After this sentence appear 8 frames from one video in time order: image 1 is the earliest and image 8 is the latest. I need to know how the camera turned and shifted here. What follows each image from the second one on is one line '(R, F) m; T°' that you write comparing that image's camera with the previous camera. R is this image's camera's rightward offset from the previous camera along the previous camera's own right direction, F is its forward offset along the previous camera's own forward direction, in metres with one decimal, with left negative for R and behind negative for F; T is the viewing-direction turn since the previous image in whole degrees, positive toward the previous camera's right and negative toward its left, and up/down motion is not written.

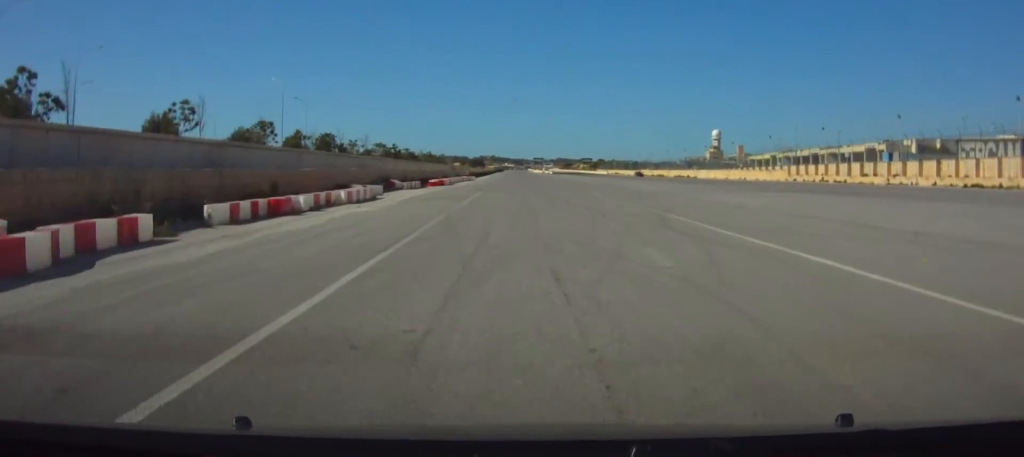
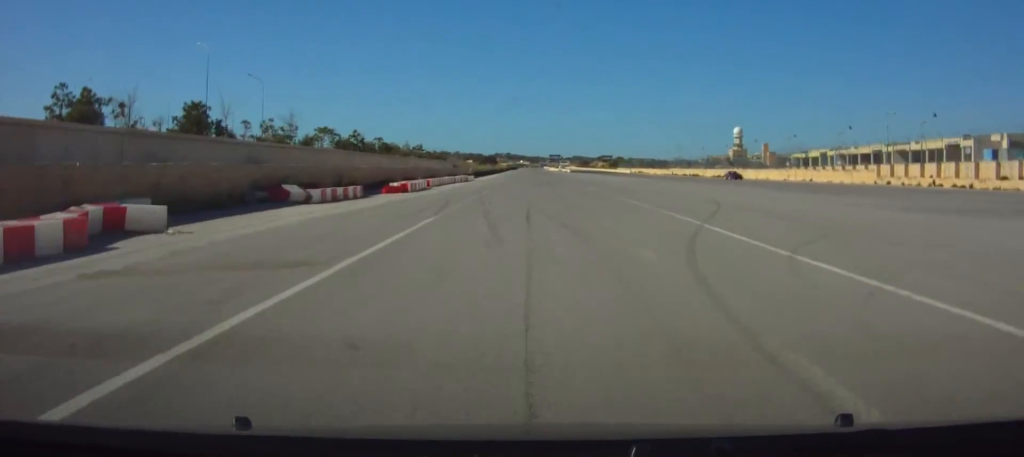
(-0.8, +28.1) m; -2°
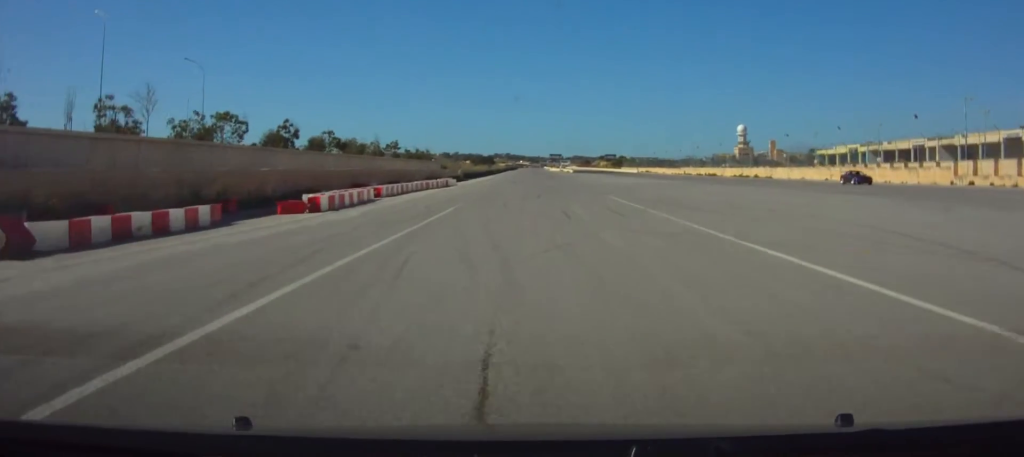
(0.0, +19.0) m; +1°
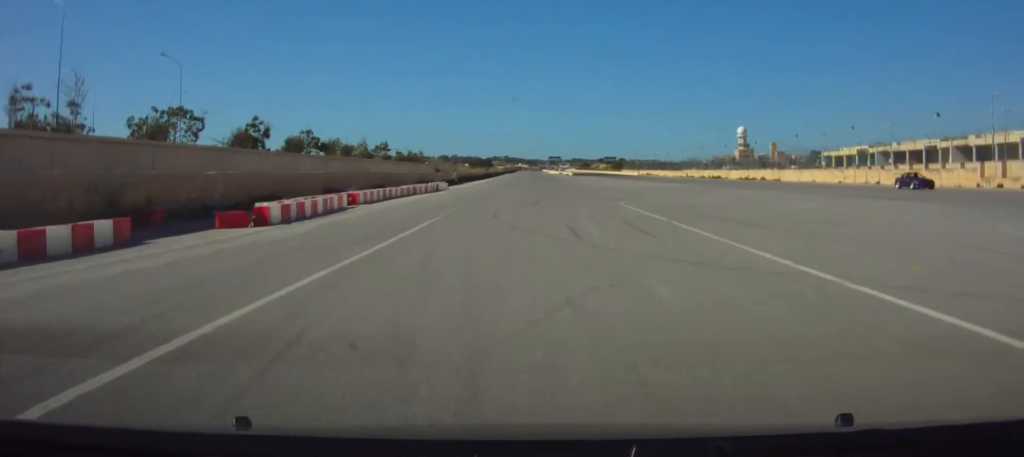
(0.0, +5.4) m; 0°
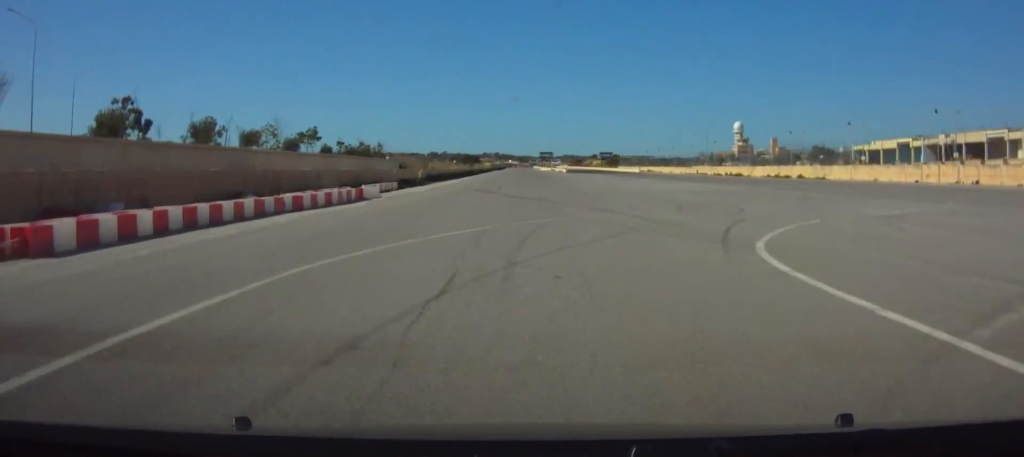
(+0.3, +24.4) m; +1°
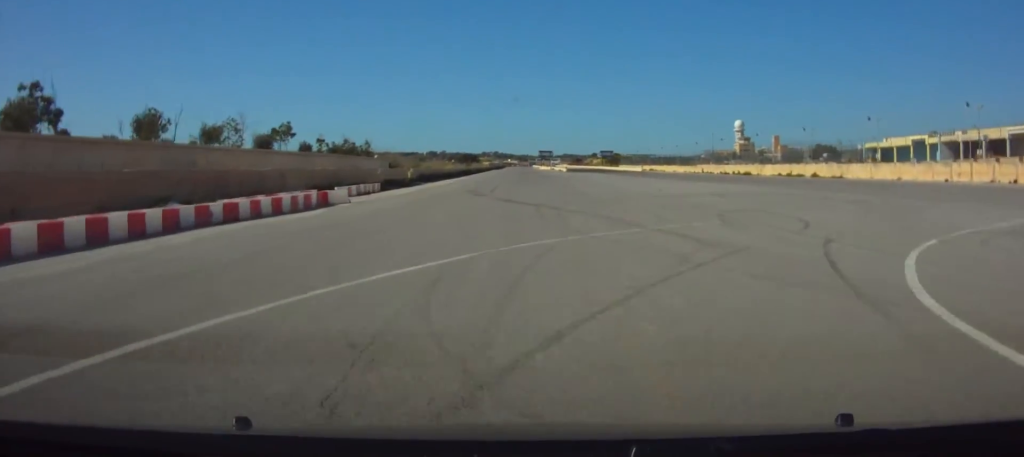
(0.0, +6.4) m; 0°
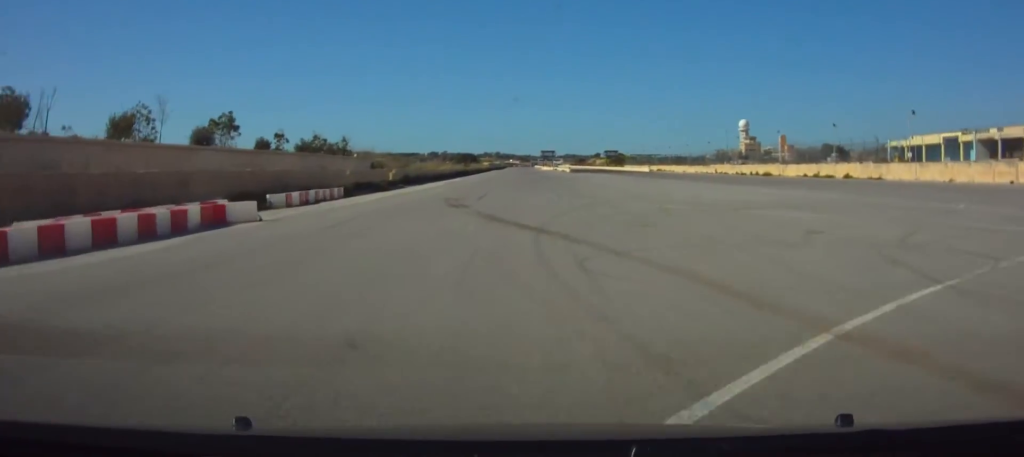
(-0.1, +11.0) m; 0°
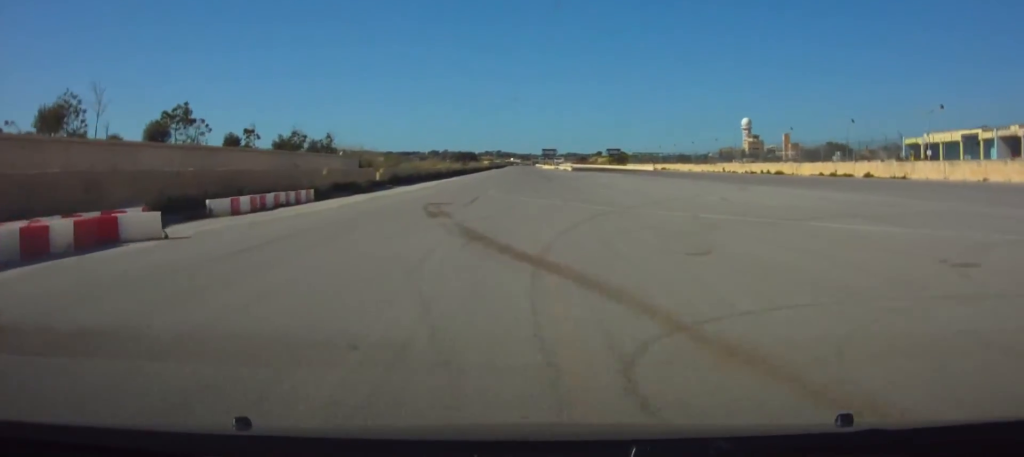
(0.0, +6.0) m; 0°
